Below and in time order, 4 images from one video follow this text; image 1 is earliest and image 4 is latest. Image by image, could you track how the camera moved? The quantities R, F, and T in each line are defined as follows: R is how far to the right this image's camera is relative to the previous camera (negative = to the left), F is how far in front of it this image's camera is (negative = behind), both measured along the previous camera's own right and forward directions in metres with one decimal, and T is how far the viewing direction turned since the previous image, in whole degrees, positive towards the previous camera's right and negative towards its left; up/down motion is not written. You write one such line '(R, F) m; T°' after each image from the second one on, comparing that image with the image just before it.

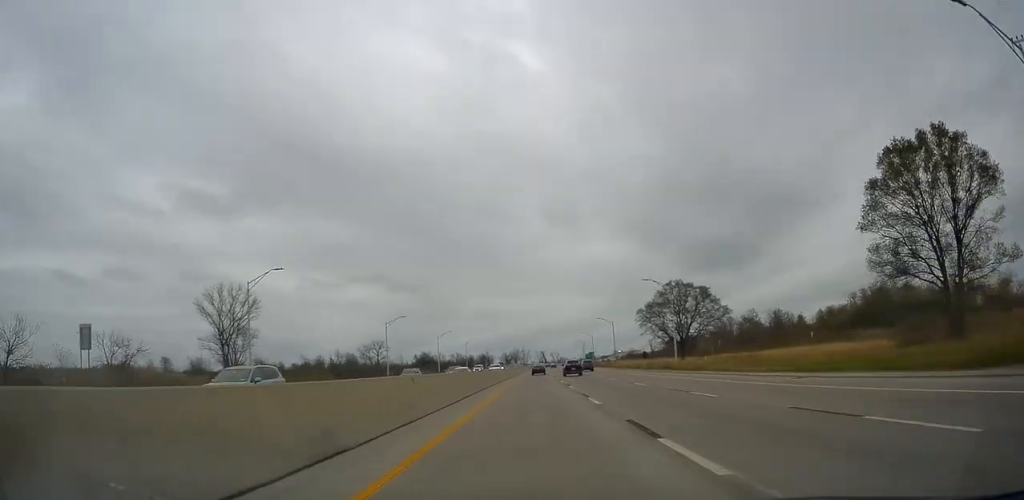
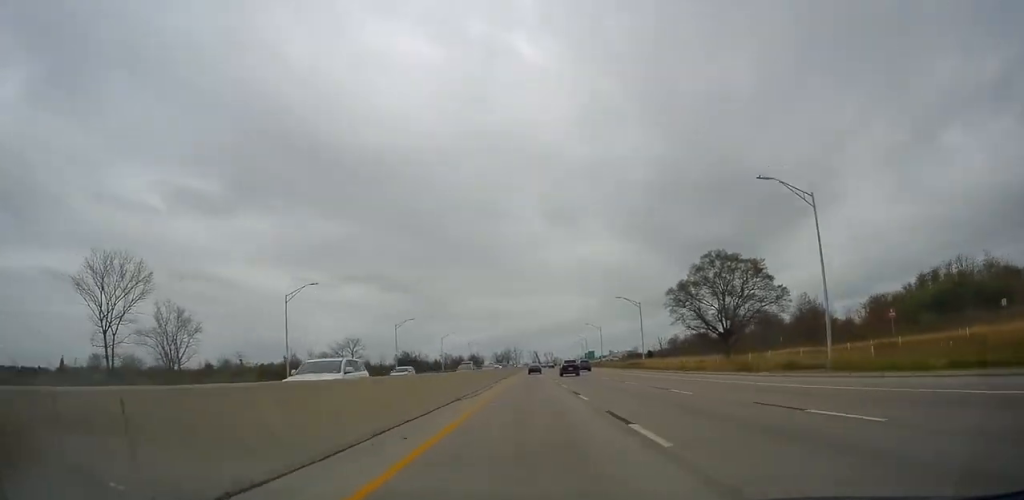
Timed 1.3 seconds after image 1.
(-0.5, +33.8) m; -1°
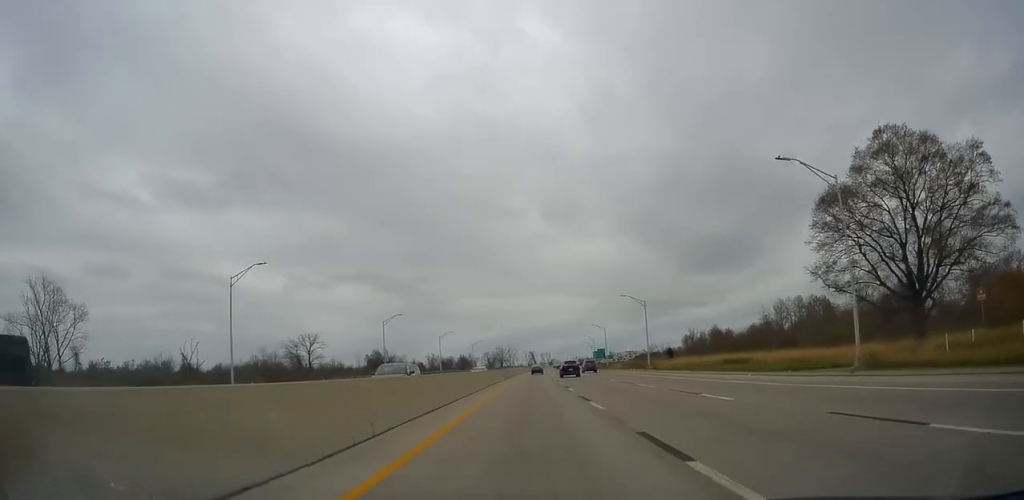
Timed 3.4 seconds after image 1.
(+0.9, +52.6) m; +2°
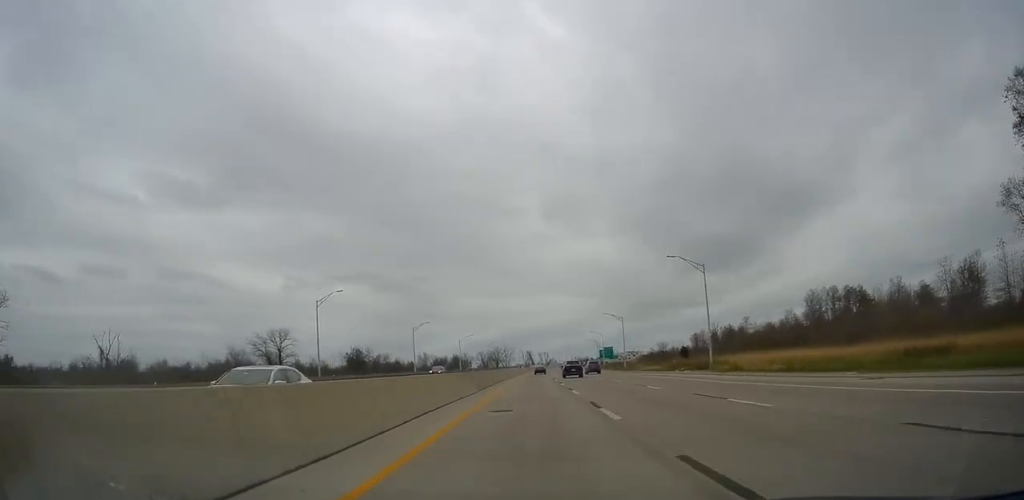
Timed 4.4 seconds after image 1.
(0.0, +26.9) m; 0°
